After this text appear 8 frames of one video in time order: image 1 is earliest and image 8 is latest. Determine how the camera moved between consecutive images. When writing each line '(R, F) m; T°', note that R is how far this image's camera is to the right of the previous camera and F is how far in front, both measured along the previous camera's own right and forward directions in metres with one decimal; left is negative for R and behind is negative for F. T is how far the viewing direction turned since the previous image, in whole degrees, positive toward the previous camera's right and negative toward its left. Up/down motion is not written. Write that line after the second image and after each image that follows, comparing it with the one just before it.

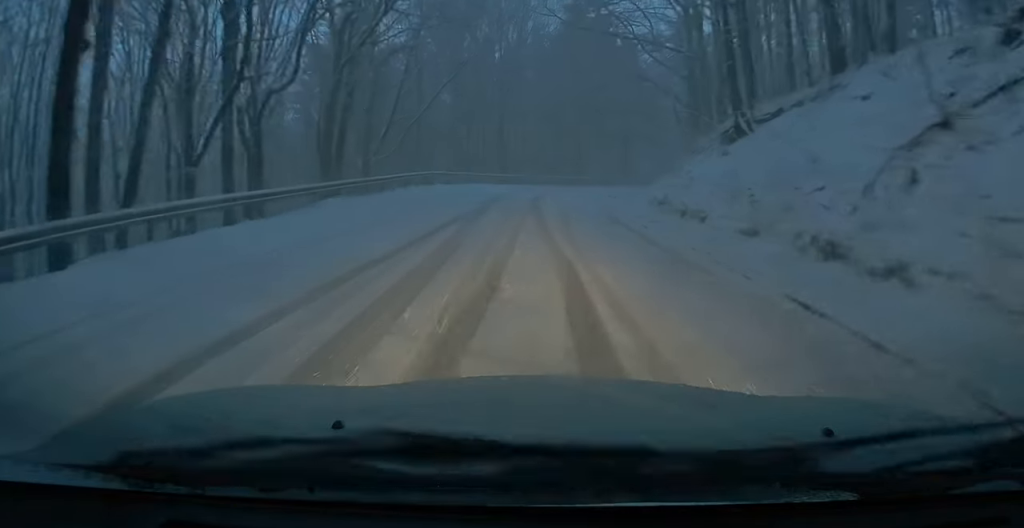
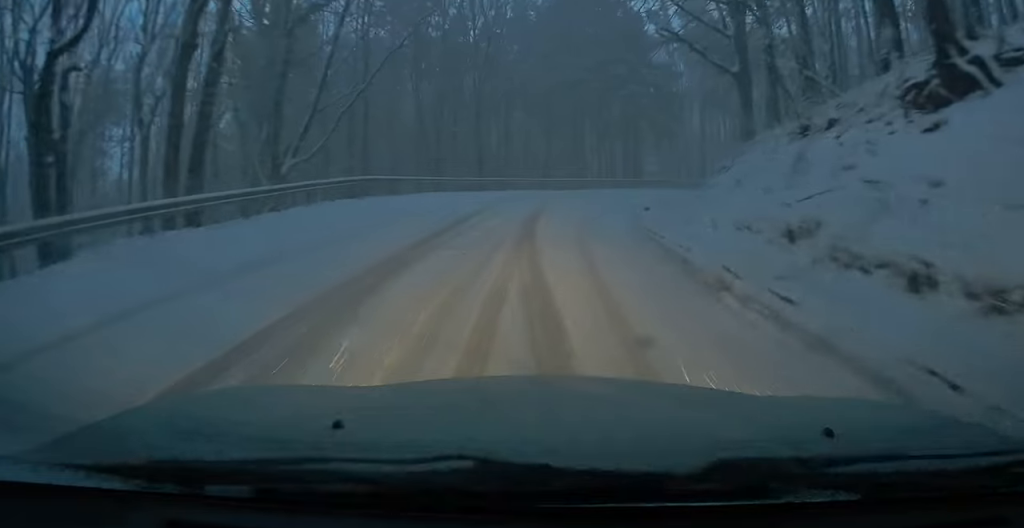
(-0.1, +9.8) m; 0°
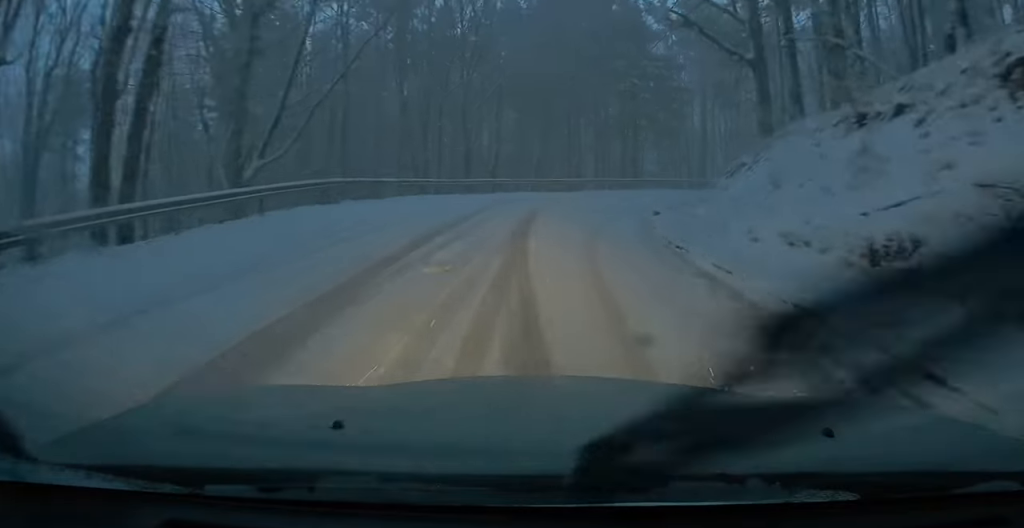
(0.0, +2.5) m; 0°
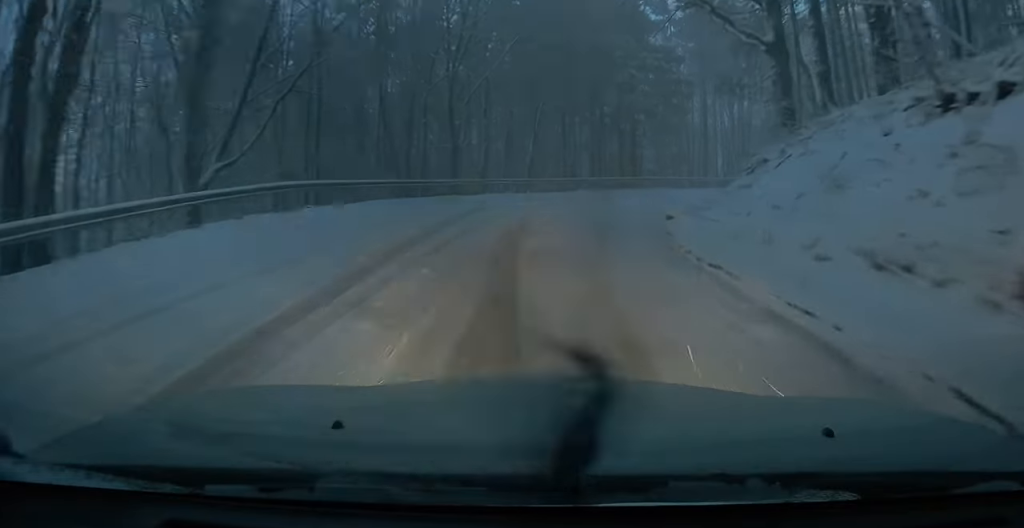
(0.0, +2.5) m; 0°
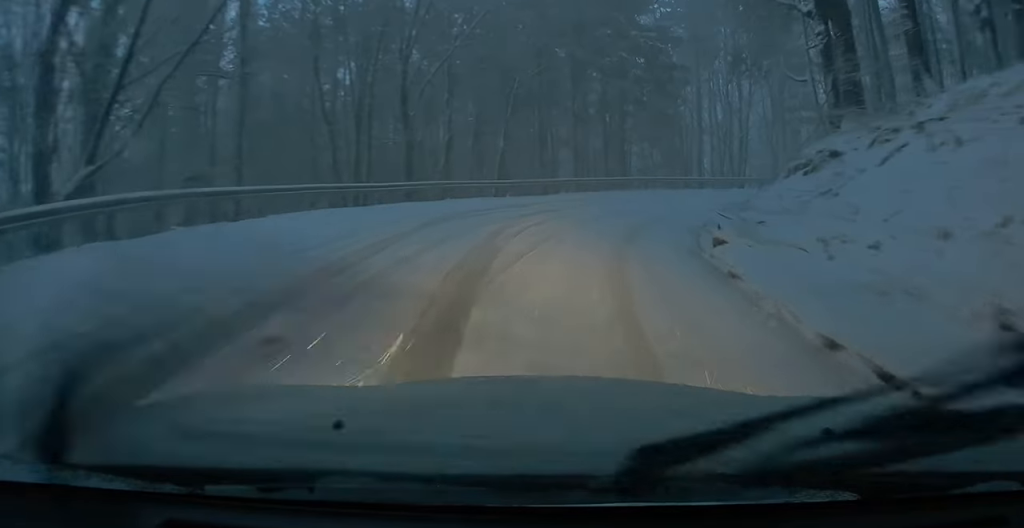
(0.0, +5.5) m; 0°
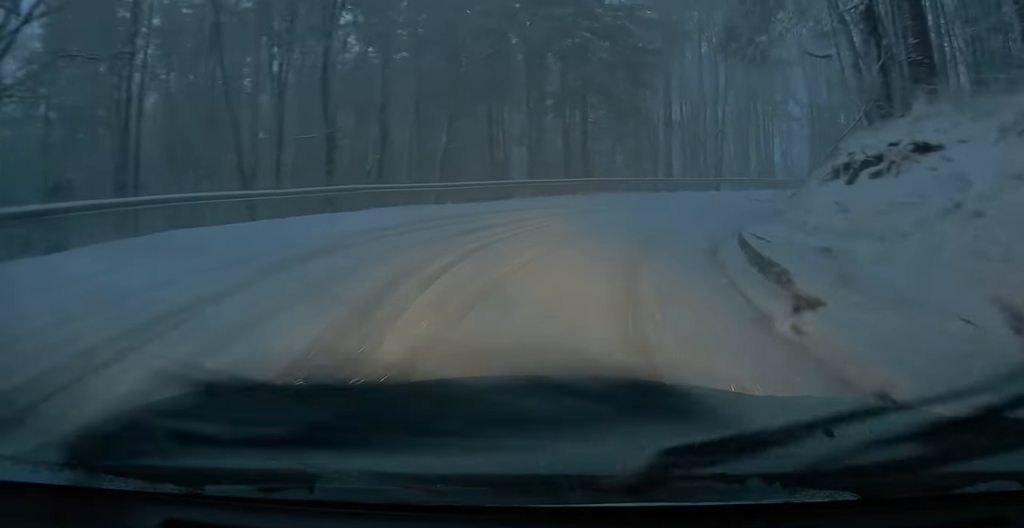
(0.0, +4.4) m; +4°
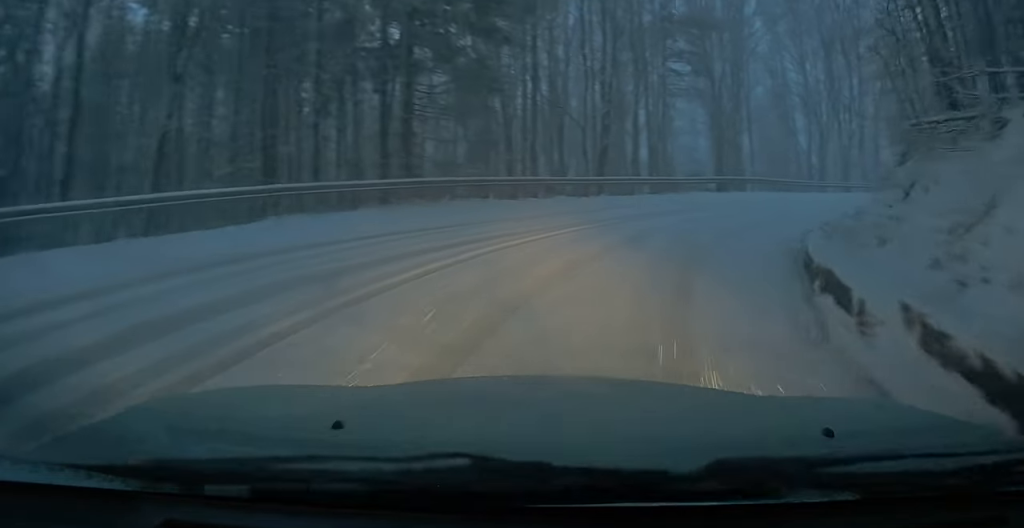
(+1.6, +10.7) m; +19°
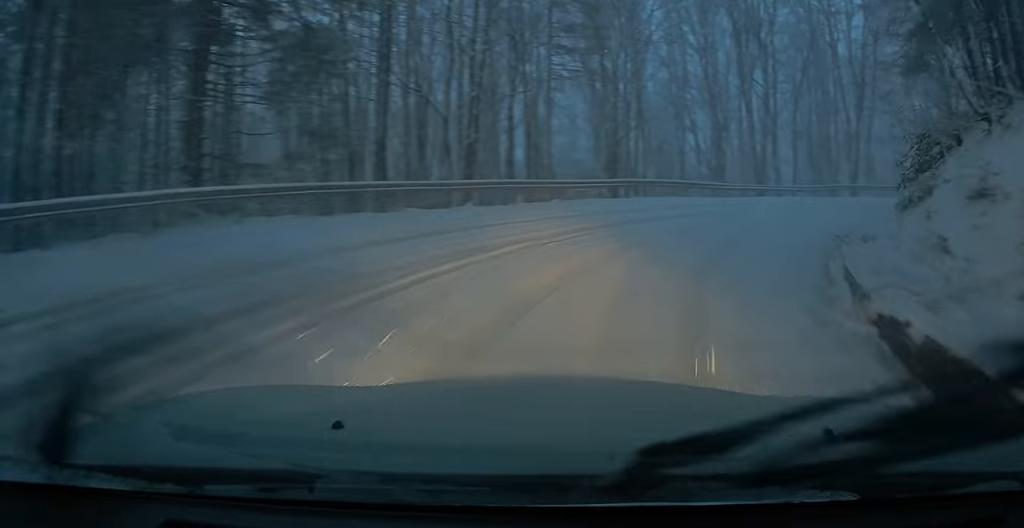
(+0.3, +5.4) m; +9°
